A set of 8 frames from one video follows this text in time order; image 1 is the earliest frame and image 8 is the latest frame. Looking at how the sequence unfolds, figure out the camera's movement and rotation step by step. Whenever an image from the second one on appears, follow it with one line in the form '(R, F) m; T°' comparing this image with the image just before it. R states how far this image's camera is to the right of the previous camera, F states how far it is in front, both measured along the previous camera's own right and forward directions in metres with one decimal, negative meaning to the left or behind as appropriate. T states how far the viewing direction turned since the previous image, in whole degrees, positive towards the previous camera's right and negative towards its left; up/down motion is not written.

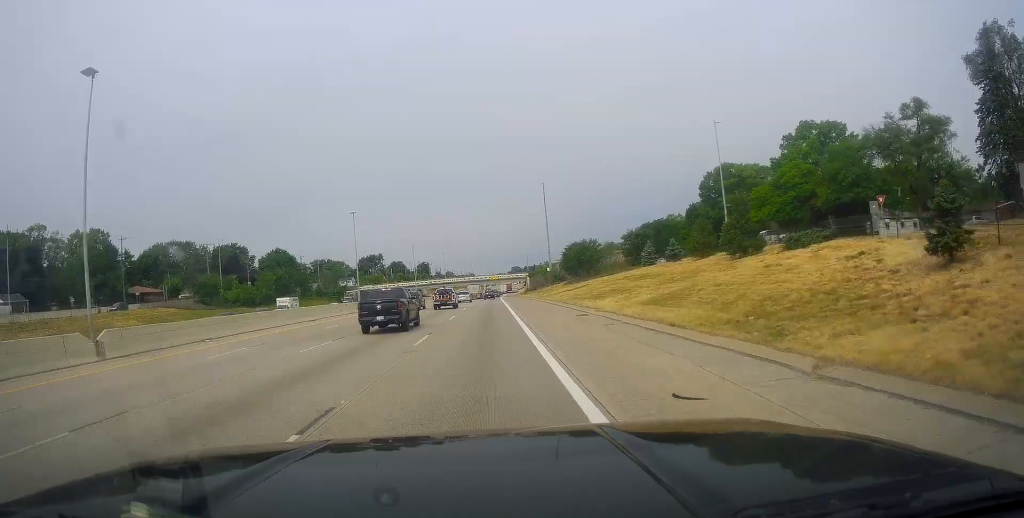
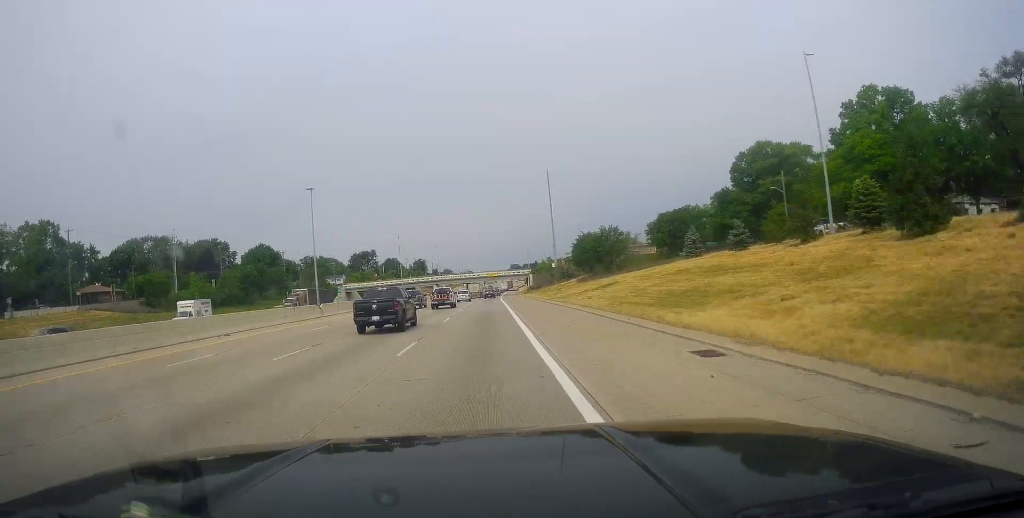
(-0.1, +18.1) m; +1°
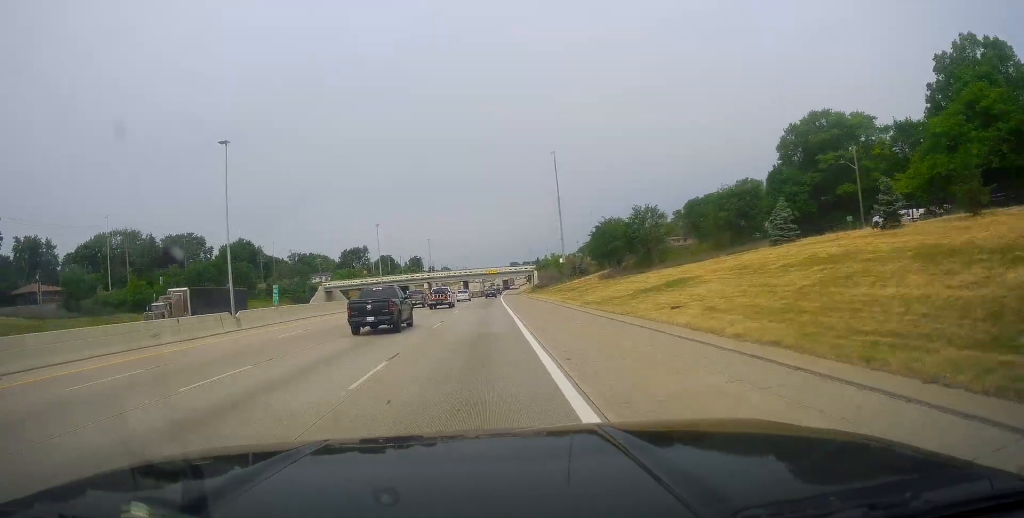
(+0.3, +20.4) m; 0°
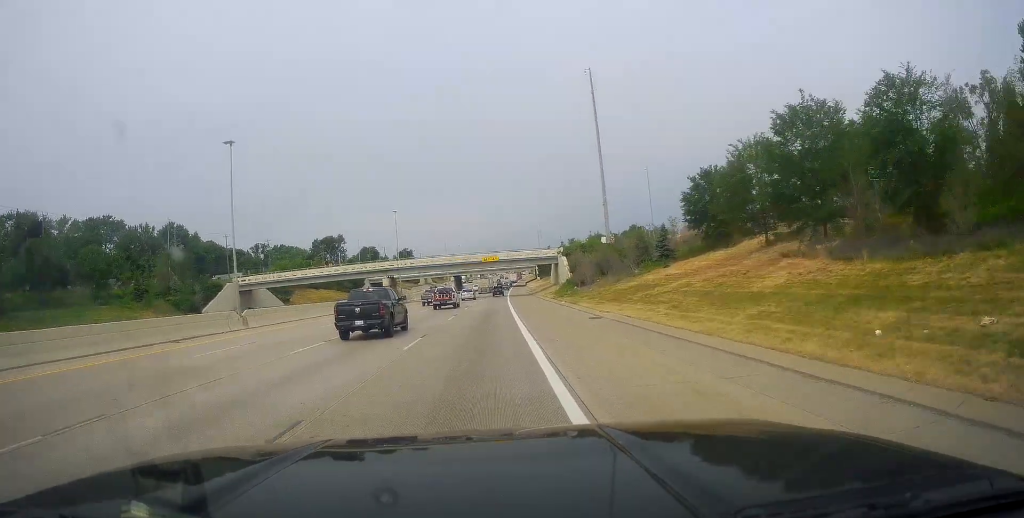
(-0.4, +54.5) m; -1°
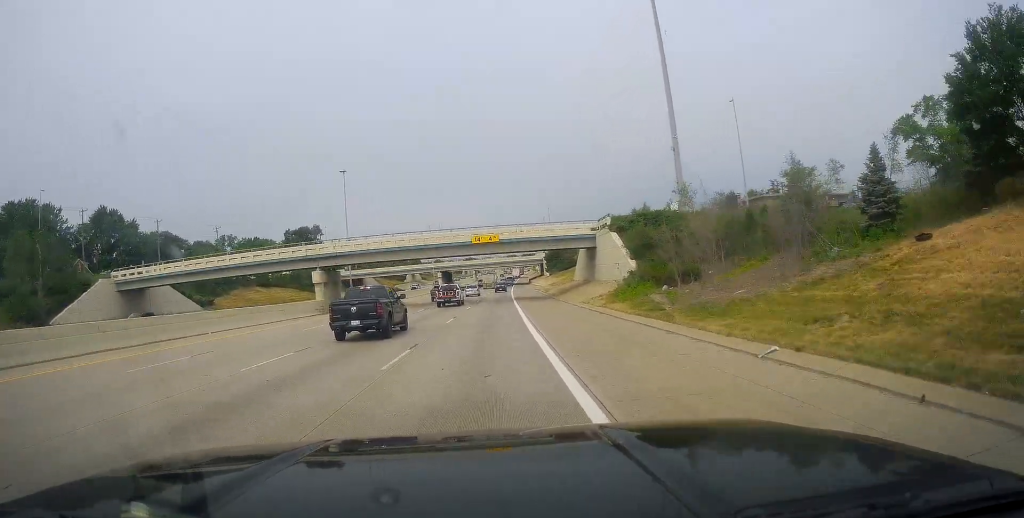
(+0.2, +35.1) m; +1°
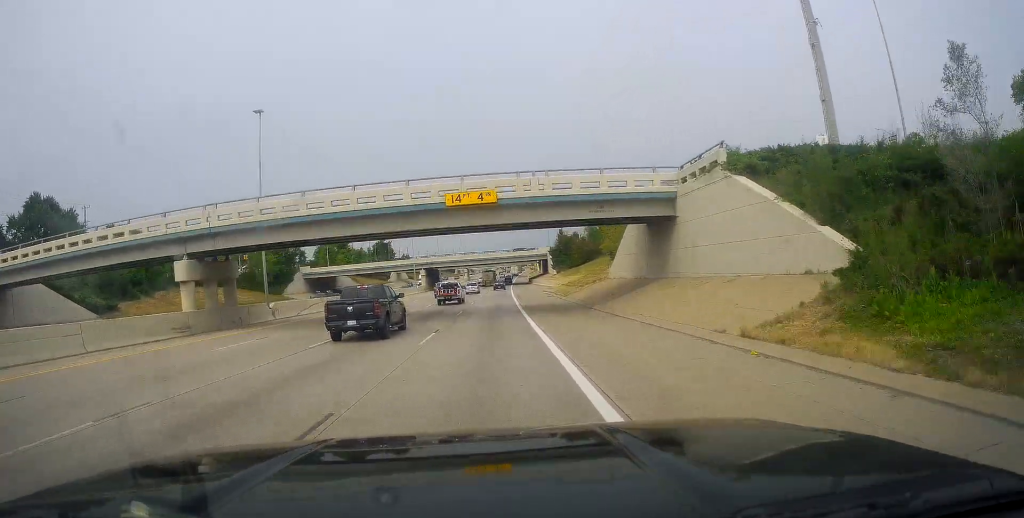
(+0.3, +25.4) m; +1°
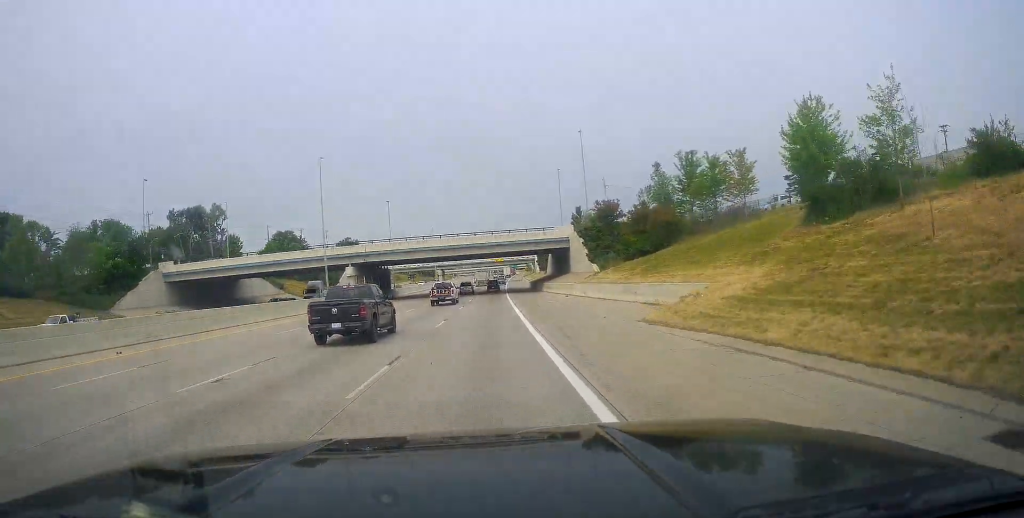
(0.0, +53.9) m; 0°
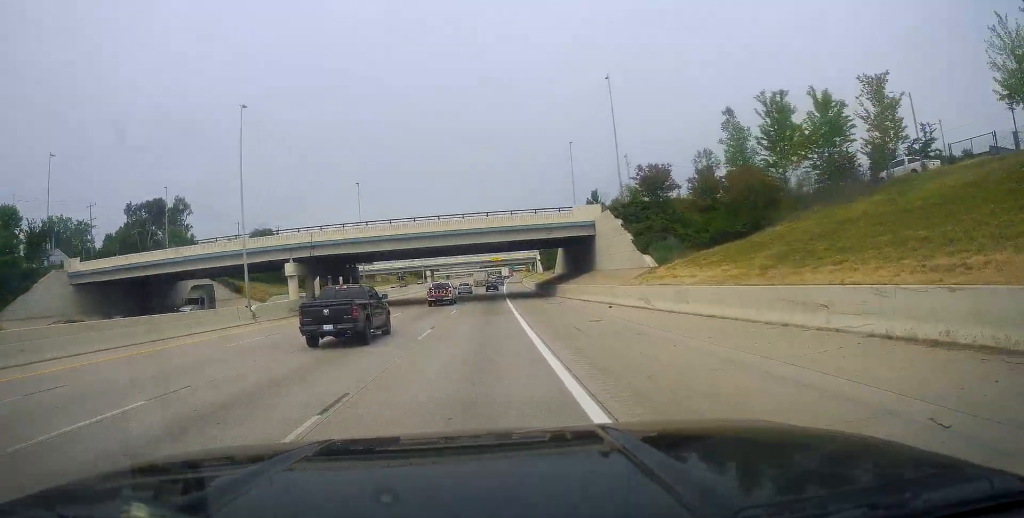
(0.0, +20.1) m; 0°
